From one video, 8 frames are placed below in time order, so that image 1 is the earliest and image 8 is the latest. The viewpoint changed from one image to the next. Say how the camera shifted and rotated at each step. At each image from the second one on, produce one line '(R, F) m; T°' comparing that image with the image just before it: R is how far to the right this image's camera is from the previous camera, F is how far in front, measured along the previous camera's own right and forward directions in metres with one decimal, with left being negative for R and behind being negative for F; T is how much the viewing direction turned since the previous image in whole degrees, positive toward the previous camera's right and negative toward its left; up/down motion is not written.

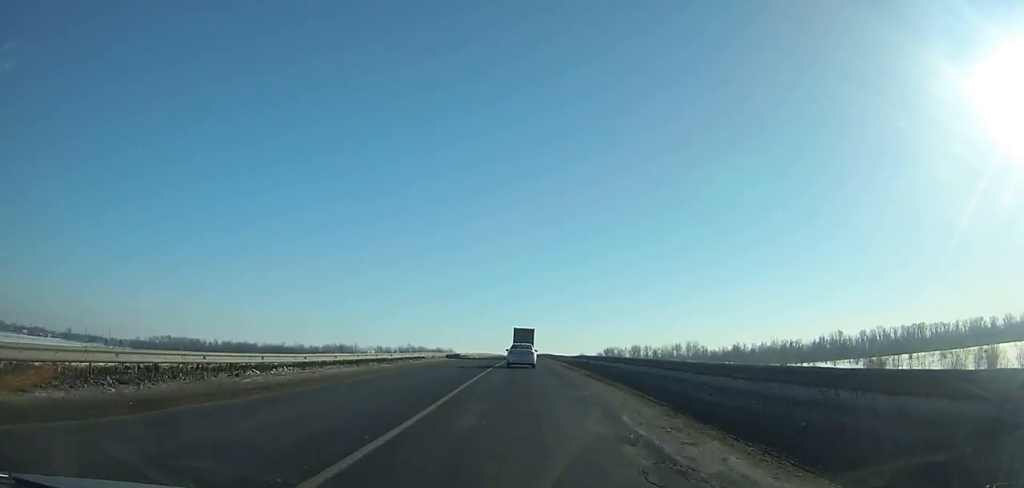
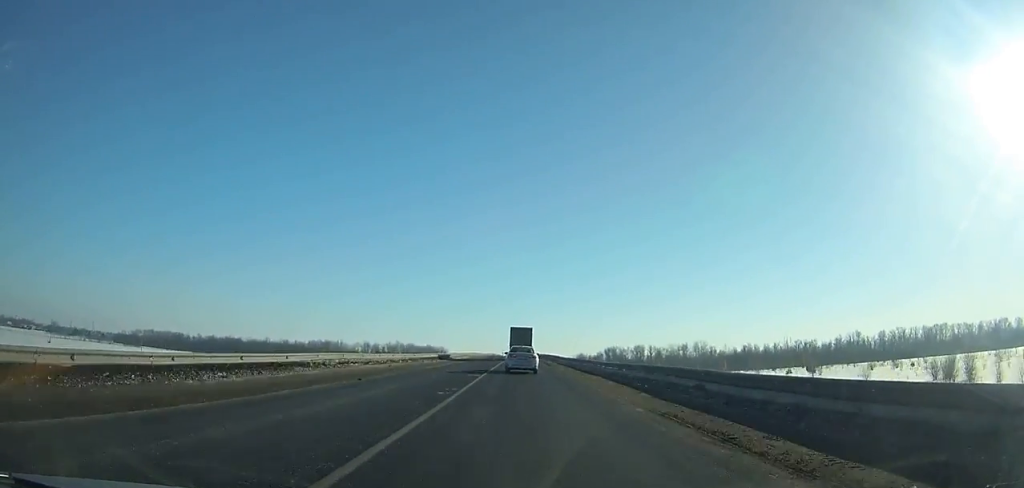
(0.0, +28.8) m; 0°
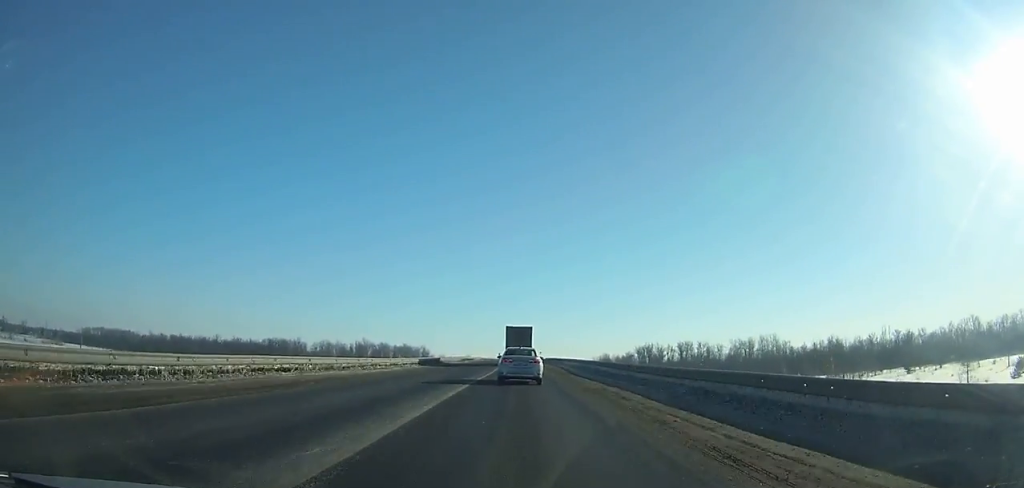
(-0.2, +106.5) m; 0°
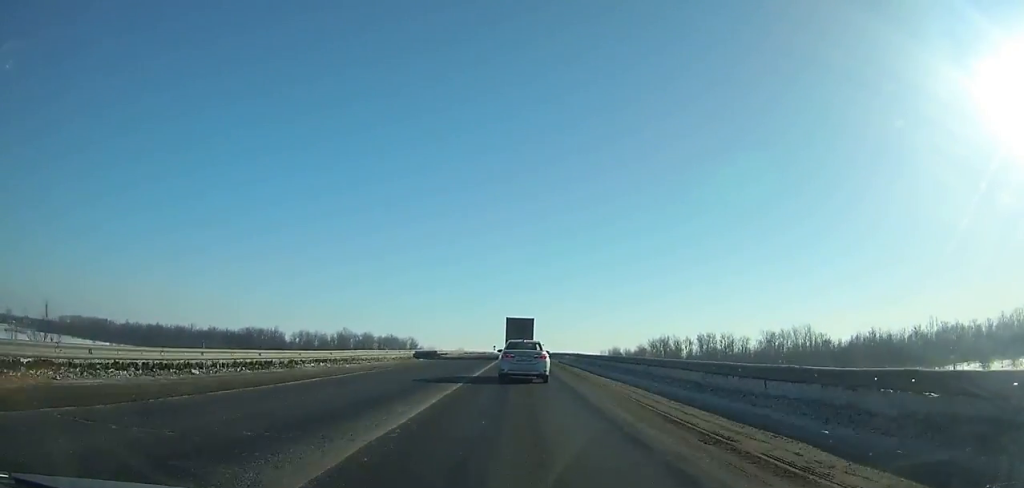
(+0.2, +37.5) m; 0°
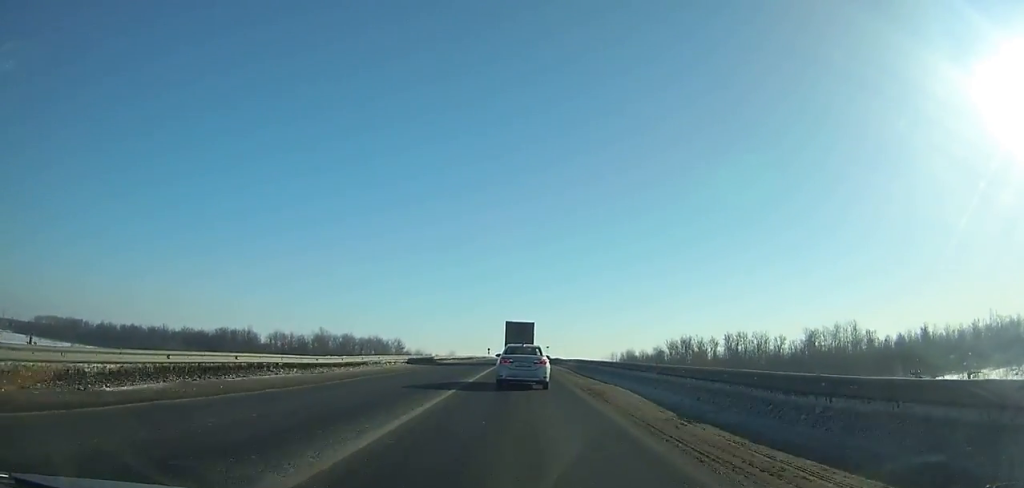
(+0.1, +38.0) m; 0°
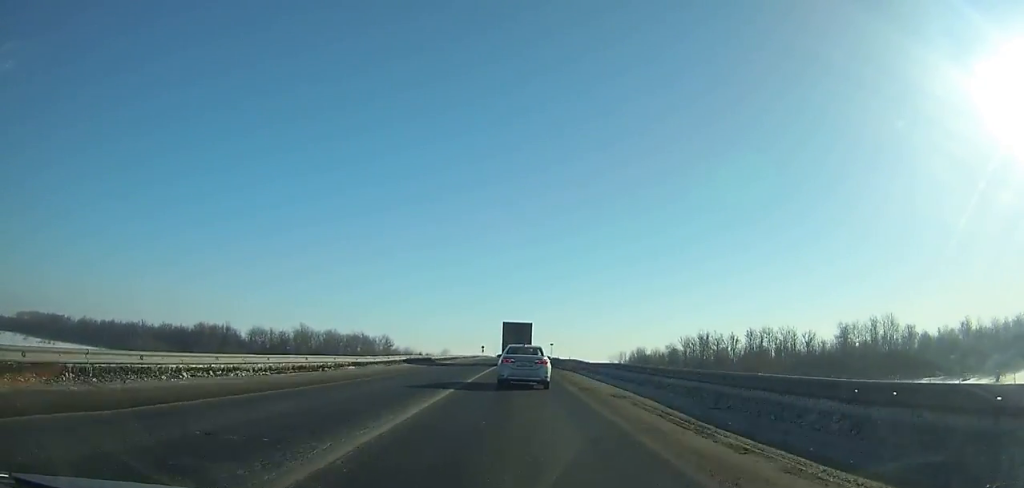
(0.0, +24.9) m; 0°
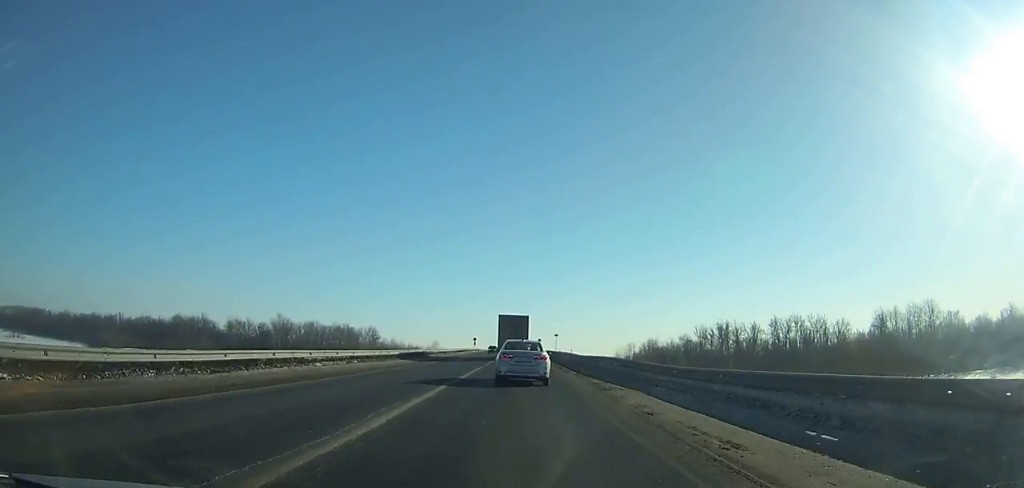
(-0.1, +22.9) m; 0°
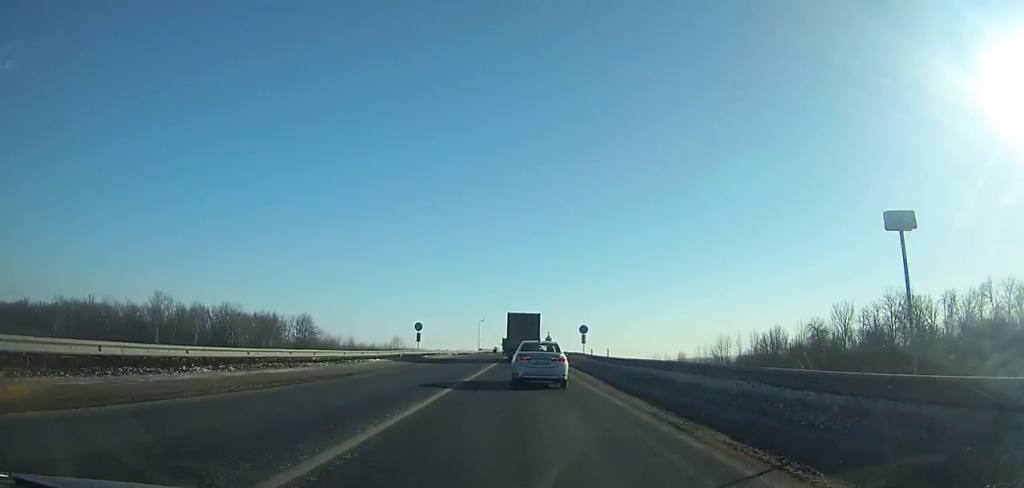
(-0.3, +92.0) m; 0°
